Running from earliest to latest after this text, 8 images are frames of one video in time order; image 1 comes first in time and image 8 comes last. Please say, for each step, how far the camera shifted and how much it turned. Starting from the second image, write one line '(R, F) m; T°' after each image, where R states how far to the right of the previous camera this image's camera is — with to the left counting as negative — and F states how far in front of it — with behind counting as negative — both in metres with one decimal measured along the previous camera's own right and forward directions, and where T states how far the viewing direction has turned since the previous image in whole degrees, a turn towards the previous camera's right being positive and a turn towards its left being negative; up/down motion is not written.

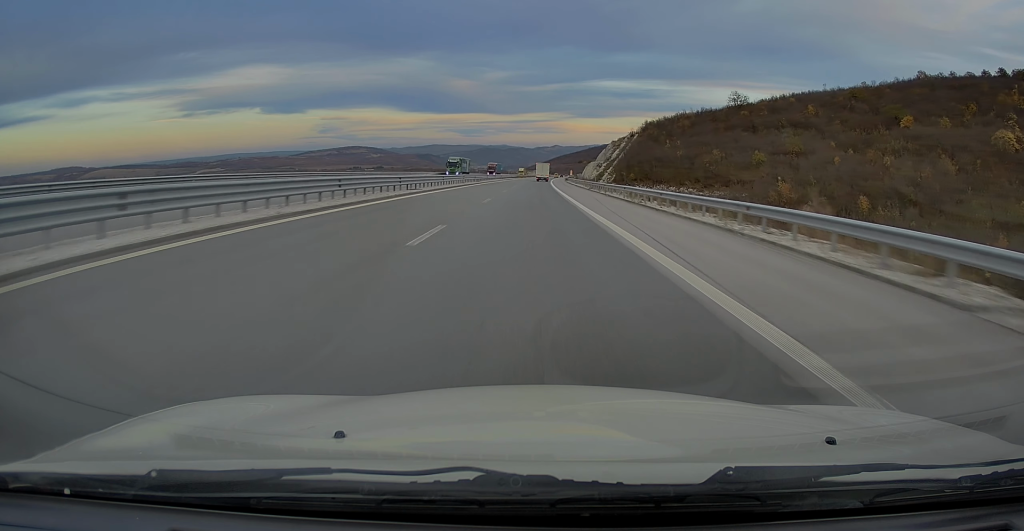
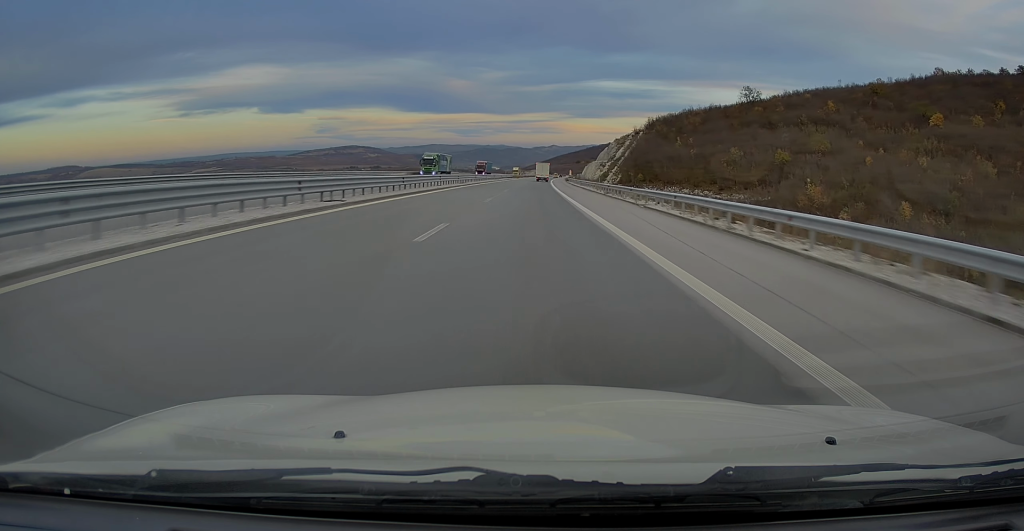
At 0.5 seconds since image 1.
(0.0, +15.0) m; 0°
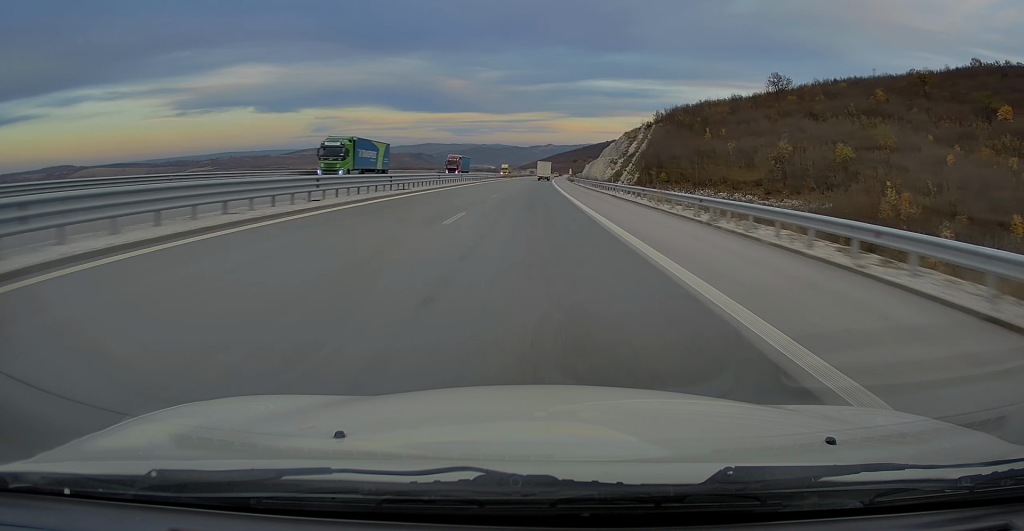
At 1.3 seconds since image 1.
(0.0, +28.0) m; 0°
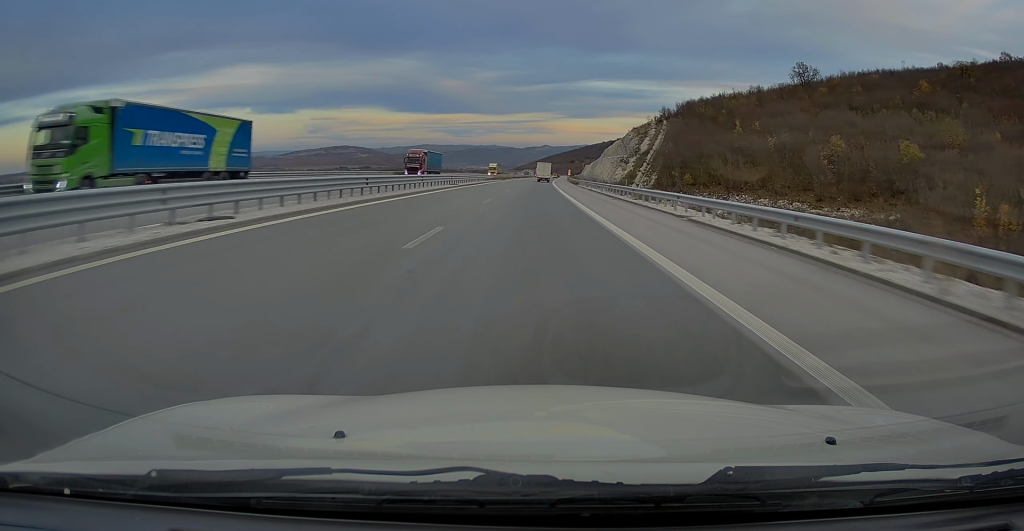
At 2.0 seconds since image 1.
(0.0, +20.4) m; 0°
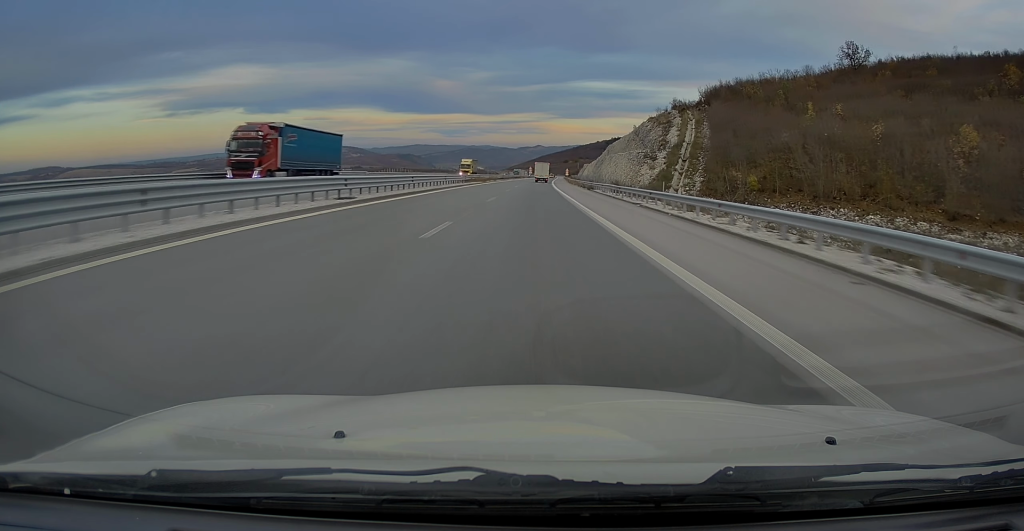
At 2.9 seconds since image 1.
(0.0, +30.1) m; +1°
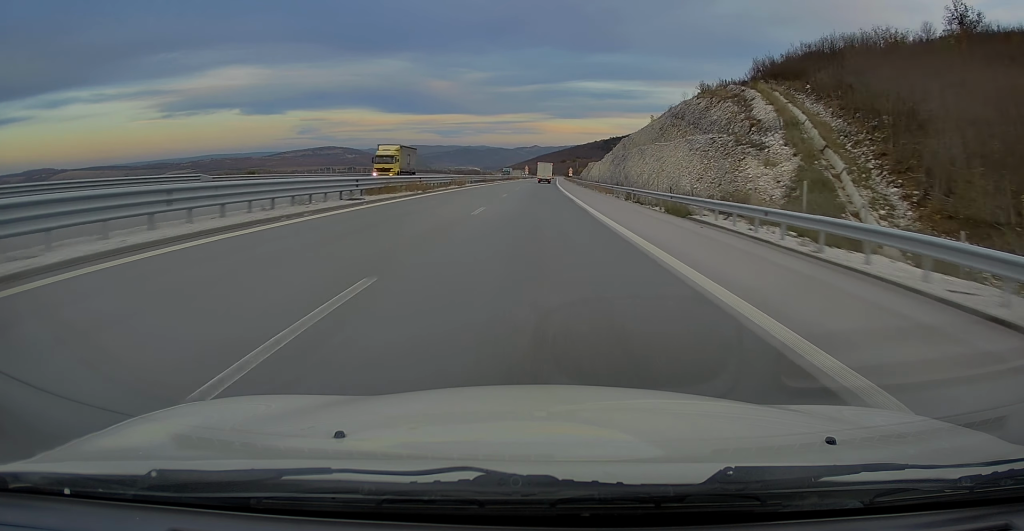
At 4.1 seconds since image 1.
(+0.3, +39.6) m; 0°
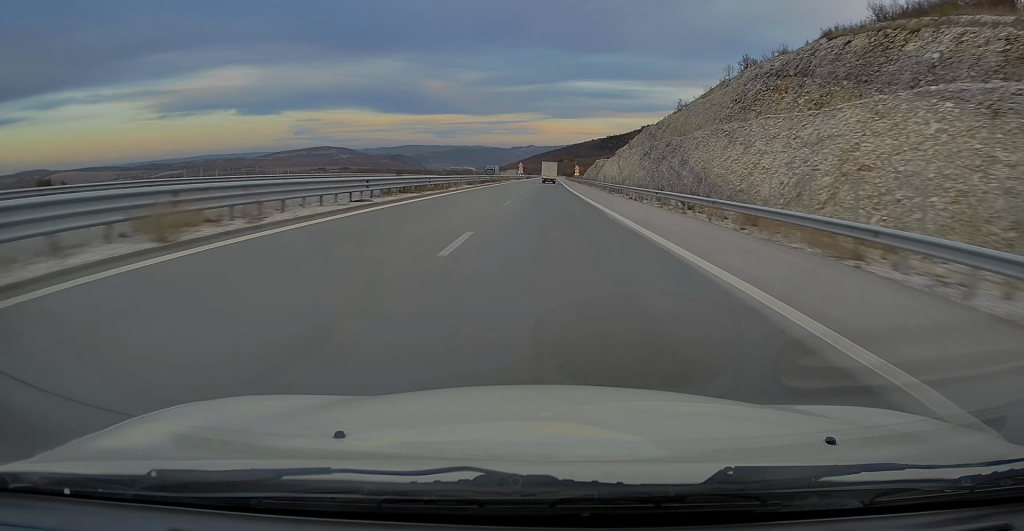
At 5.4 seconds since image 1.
(-0.1, +40.8) m; +1°
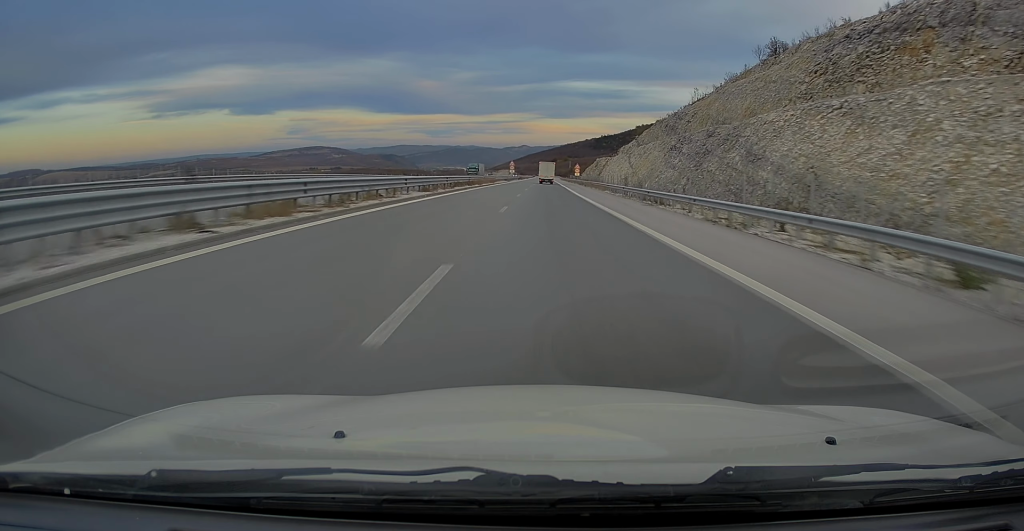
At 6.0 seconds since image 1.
(+0.1, +20.5) m; +1°
